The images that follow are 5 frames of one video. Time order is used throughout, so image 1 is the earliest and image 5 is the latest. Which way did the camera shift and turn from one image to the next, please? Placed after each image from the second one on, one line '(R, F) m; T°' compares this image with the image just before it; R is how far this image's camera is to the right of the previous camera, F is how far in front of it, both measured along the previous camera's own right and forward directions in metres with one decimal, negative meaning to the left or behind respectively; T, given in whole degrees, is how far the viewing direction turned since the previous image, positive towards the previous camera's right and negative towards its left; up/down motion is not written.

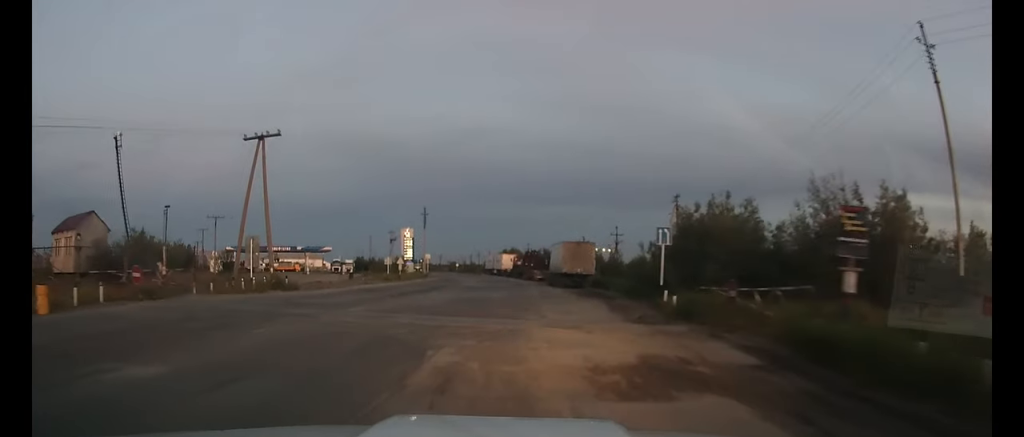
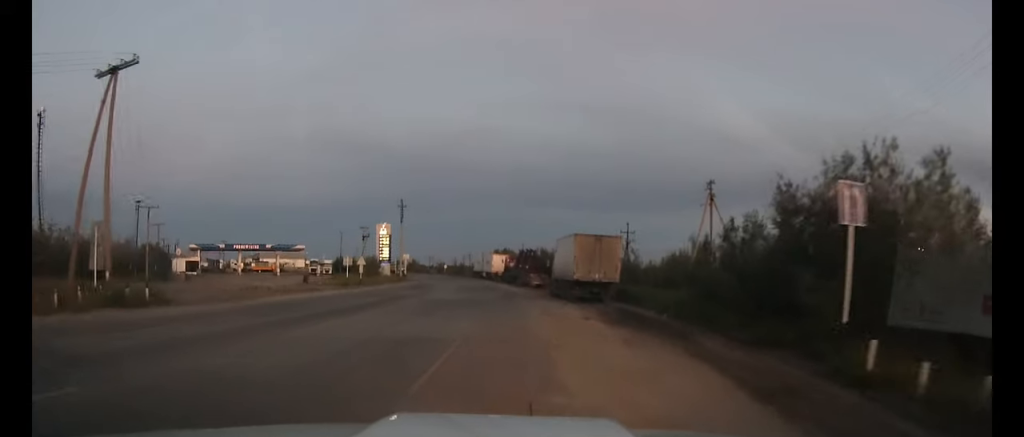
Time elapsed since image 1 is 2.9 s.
(-0.2, +16.7) m; -1°
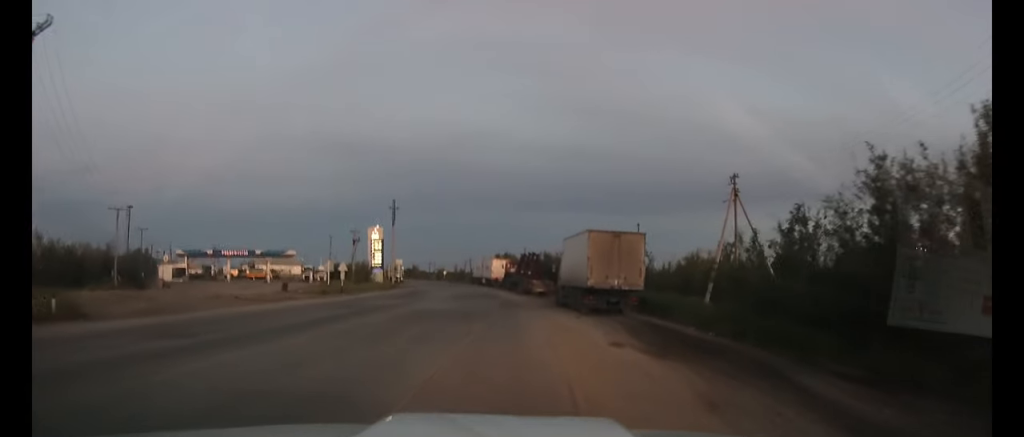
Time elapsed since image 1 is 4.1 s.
(0.0, +5.8) m; 0°
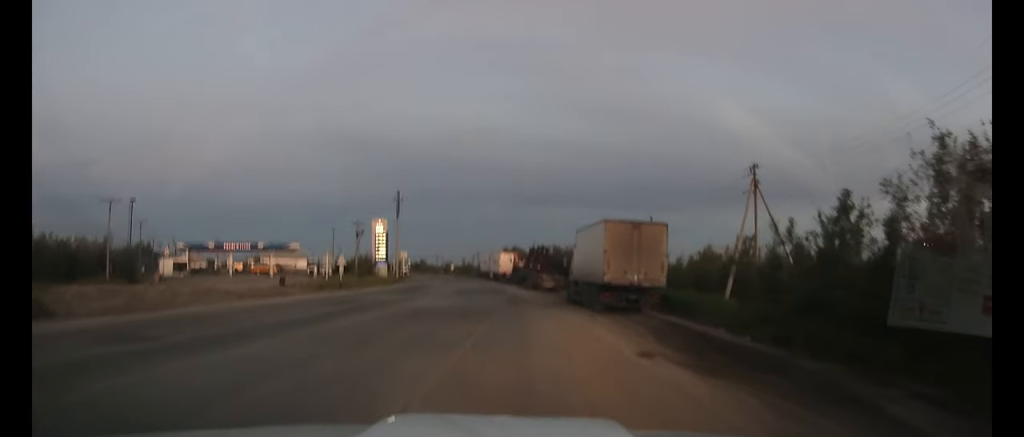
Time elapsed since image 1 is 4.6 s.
(0.0, +2.2) m; 0°
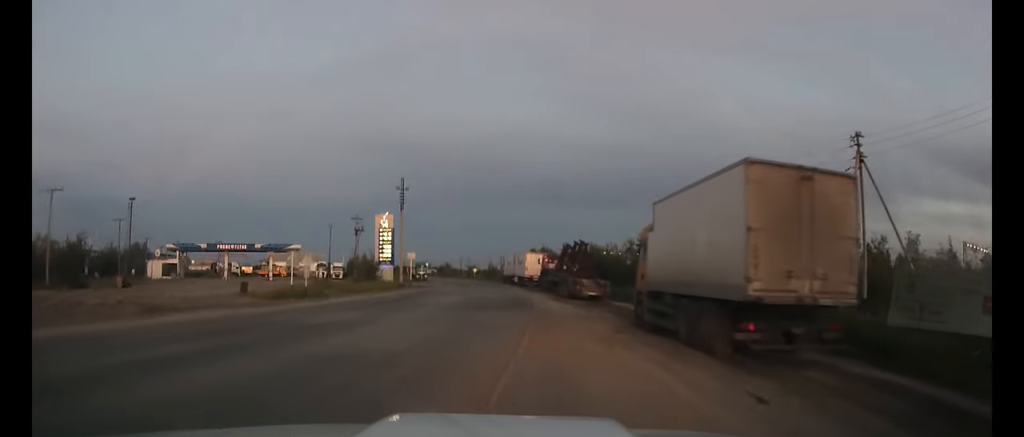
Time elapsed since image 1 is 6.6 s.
(-0.3, +11.3) m; -3°
